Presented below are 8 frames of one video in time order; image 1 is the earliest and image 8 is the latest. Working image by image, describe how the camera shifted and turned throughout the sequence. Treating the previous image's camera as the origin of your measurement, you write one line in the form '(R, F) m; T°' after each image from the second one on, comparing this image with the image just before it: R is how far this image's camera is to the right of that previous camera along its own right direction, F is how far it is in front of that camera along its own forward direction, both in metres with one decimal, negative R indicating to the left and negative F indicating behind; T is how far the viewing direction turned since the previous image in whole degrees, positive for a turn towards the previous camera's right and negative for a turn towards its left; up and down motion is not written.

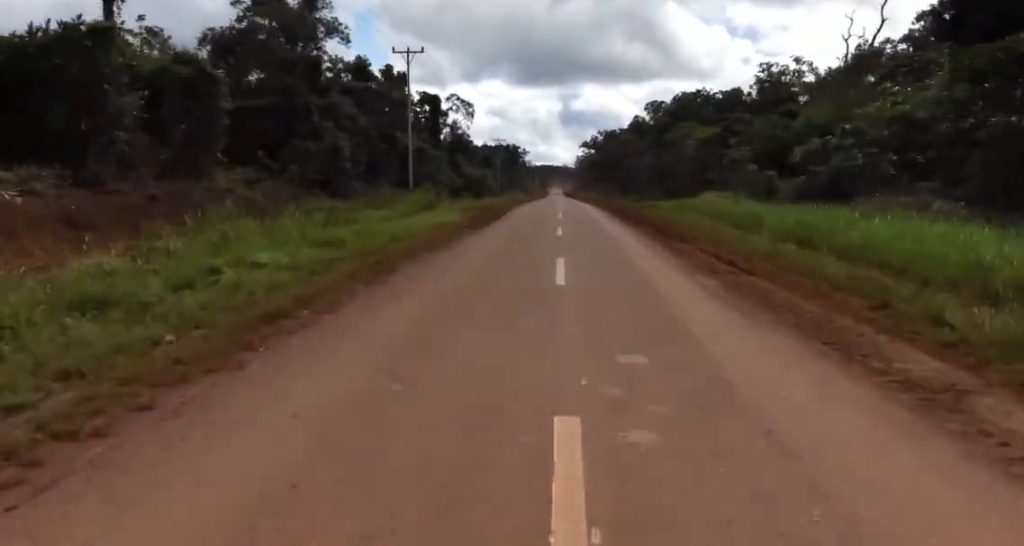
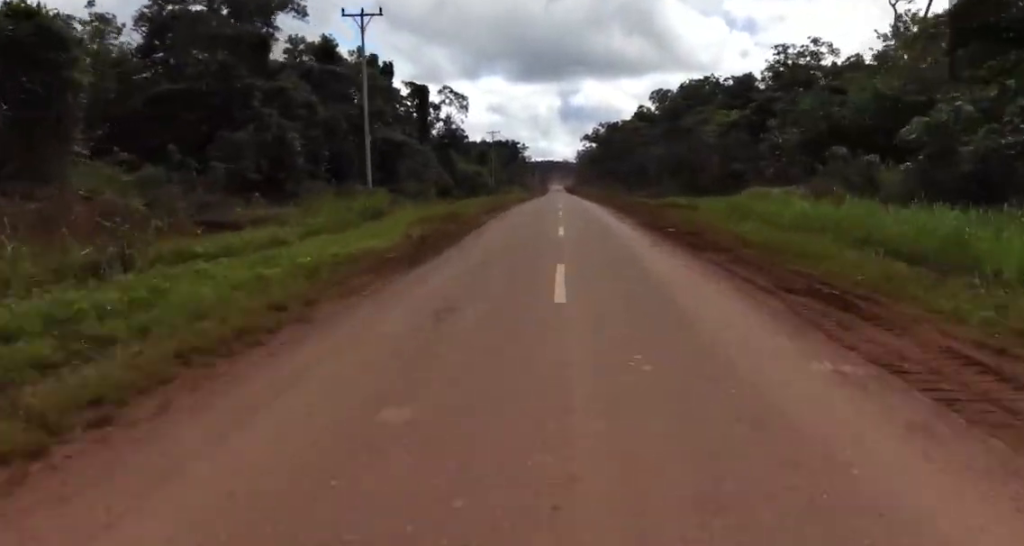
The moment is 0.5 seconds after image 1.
(-0.6, +10.4) m; 0°
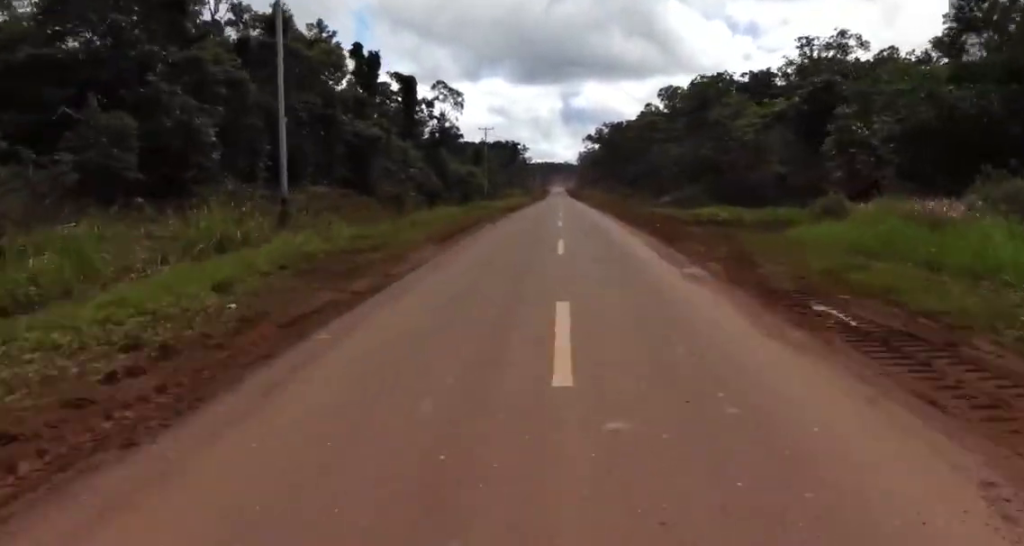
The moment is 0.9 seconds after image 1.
(+0.7, +10.4) m; +2°
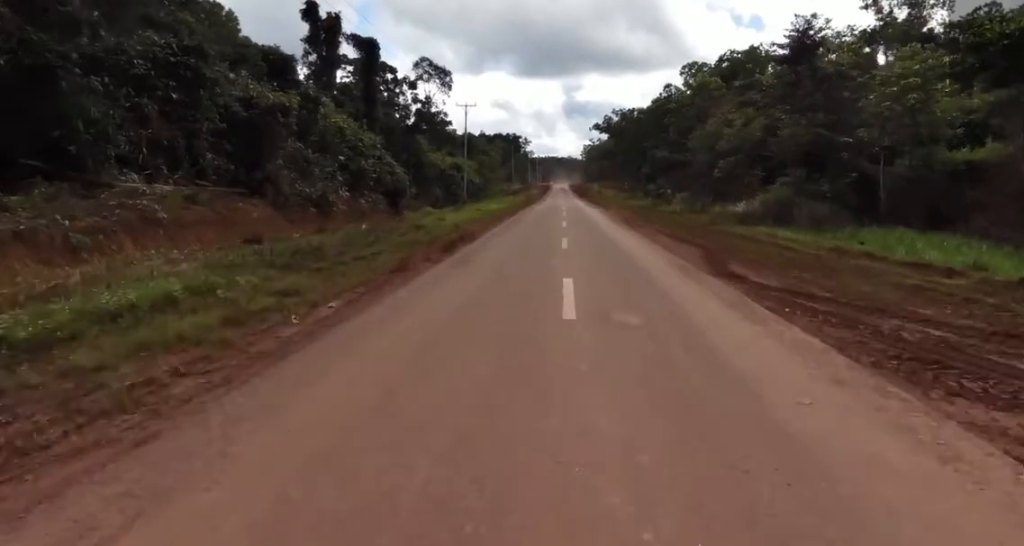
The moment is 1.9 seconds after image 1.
(+0.7, +21.0) m; +2°
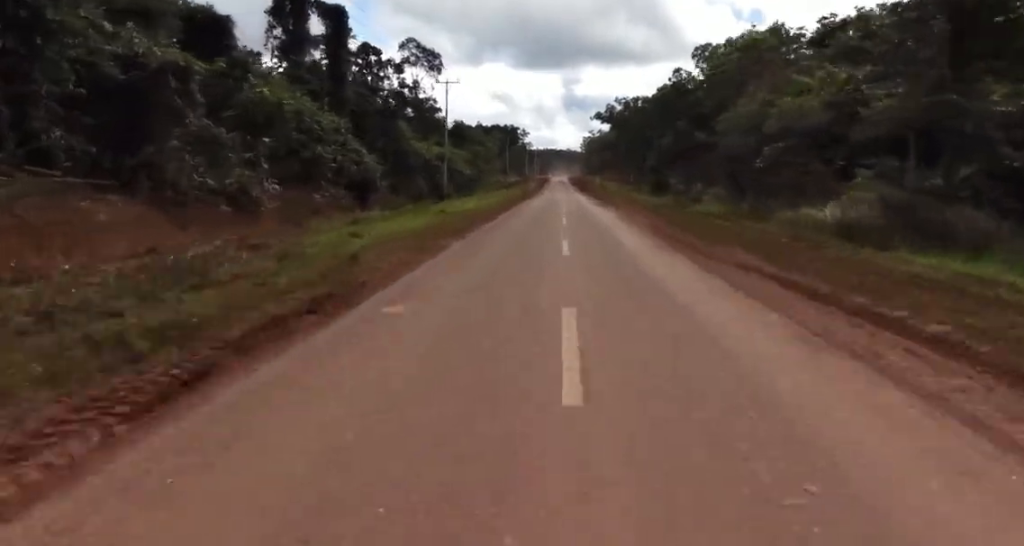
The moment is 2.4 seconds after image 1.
(0.0, +10.6) m; 0°
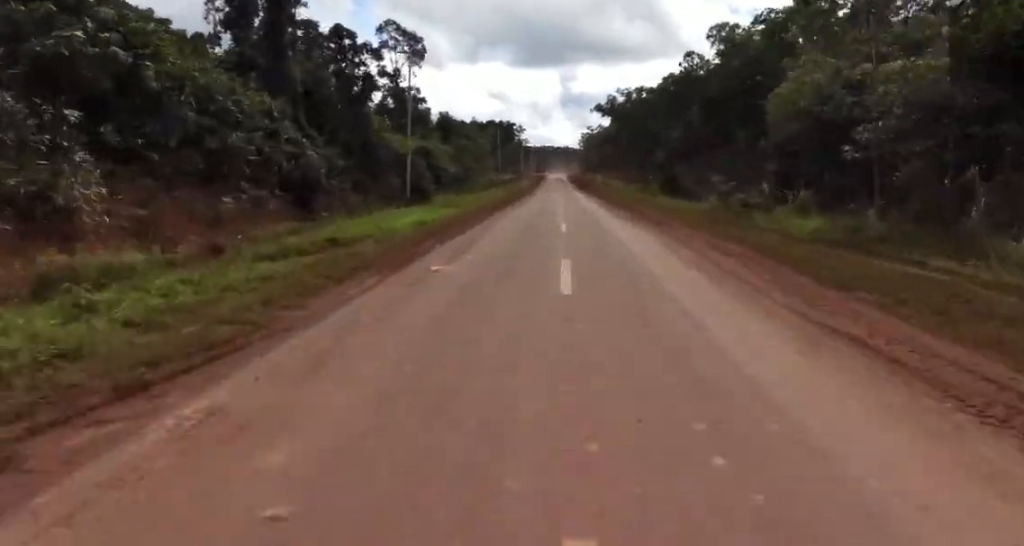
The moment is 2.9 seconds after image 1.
(-0.1, +12.9) m; -1°
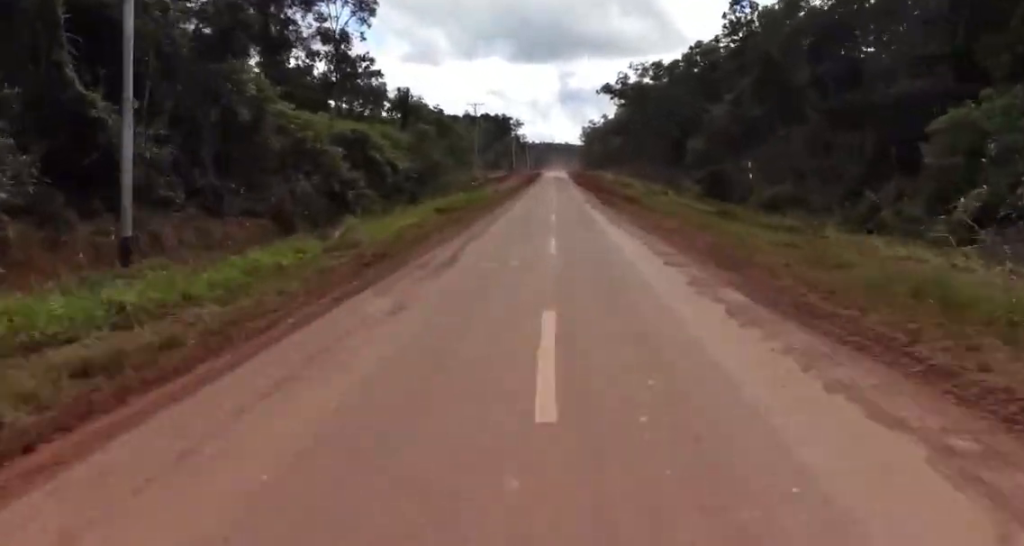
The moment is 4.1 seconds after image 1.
(-0.6, +27.2) m; -2°
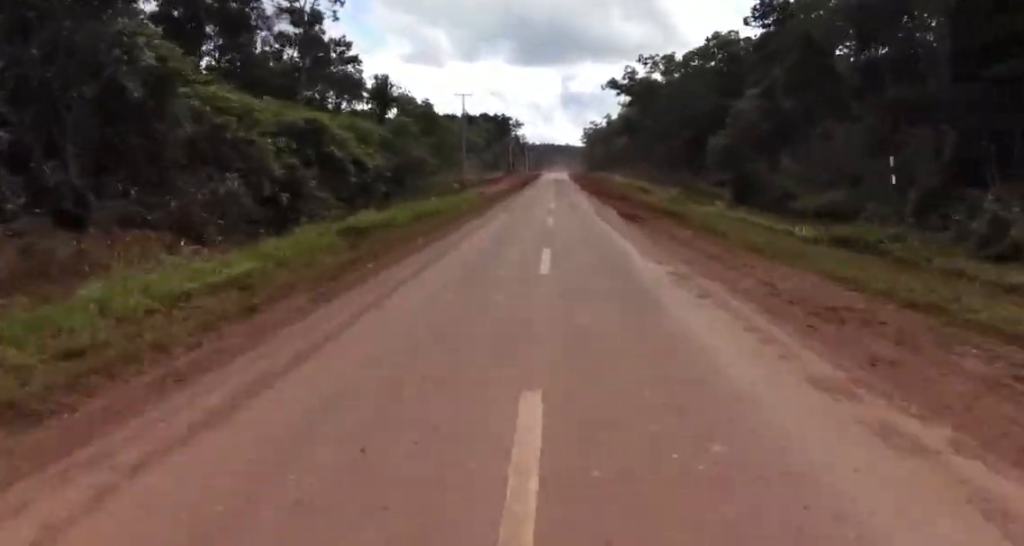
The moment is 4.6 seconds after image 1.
(-0.1, +10.5) m; 0°
